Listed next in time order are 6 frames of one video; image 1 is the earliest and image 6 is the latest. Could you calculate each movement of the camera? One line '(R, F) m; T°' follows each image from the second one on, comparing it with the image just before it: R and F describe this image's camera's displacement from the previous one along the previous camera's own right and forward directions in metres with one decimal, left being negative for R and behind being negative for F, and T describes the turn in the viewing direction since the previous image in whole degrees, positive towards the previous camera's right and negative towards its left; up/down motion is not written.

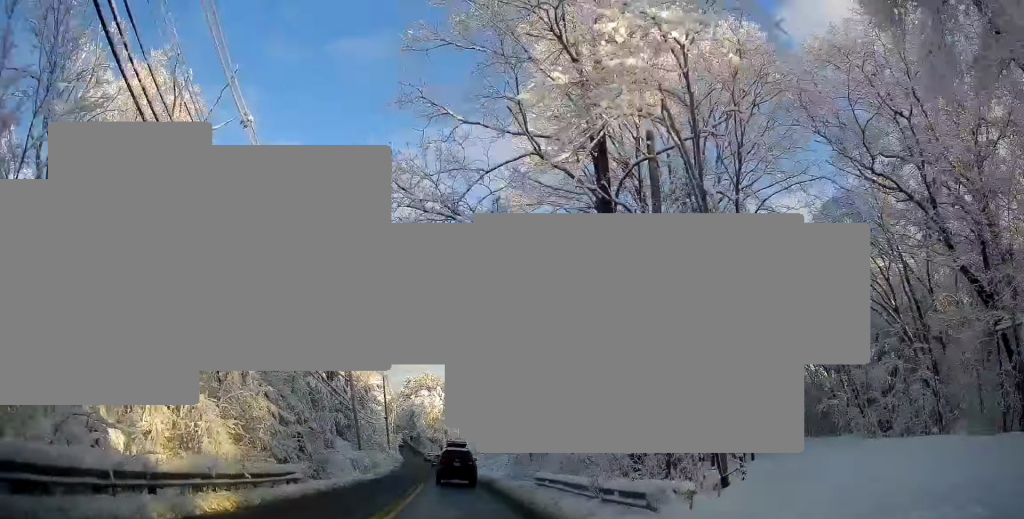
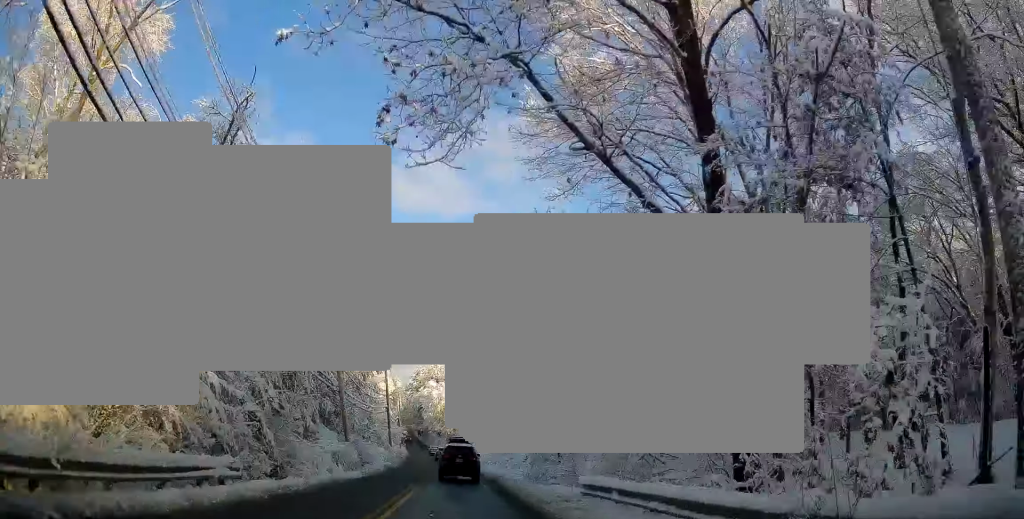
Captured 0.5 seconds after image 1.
(0.0, +7.6) m; -1°
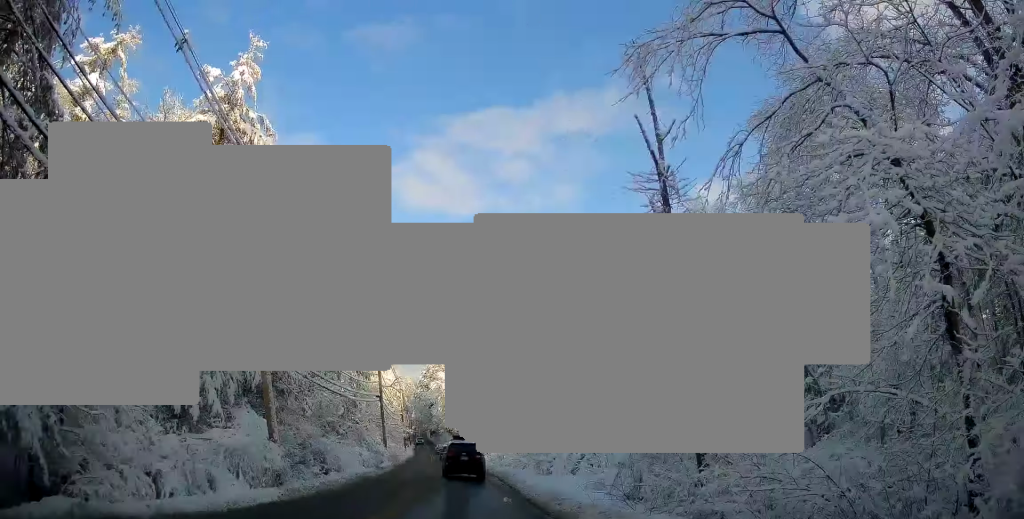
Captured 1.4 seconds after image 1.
(-0.2, +15.8) m; -2°
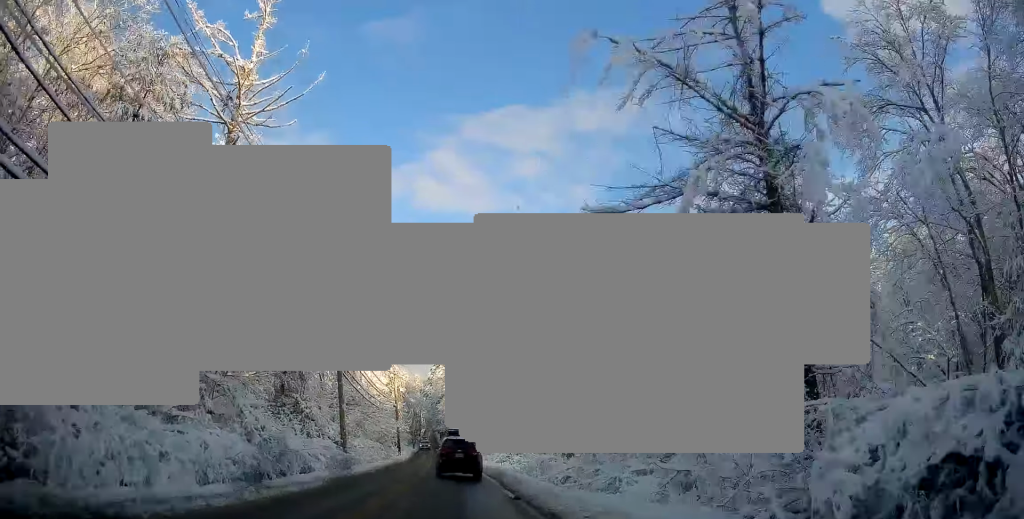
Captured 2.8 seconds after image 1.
(-0.7, +22.7) m; -3°
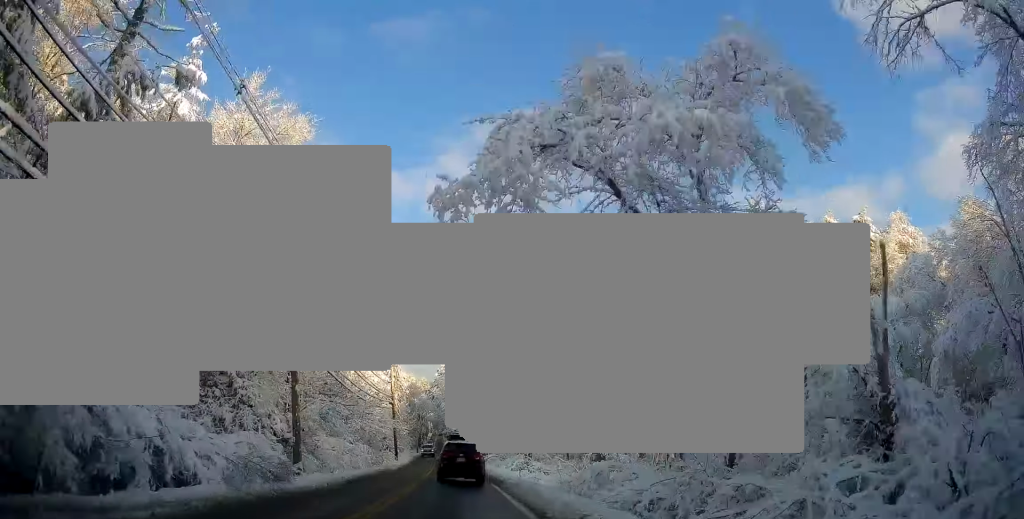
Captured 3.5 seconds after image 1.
(-0.1, +10.6) m; -1°
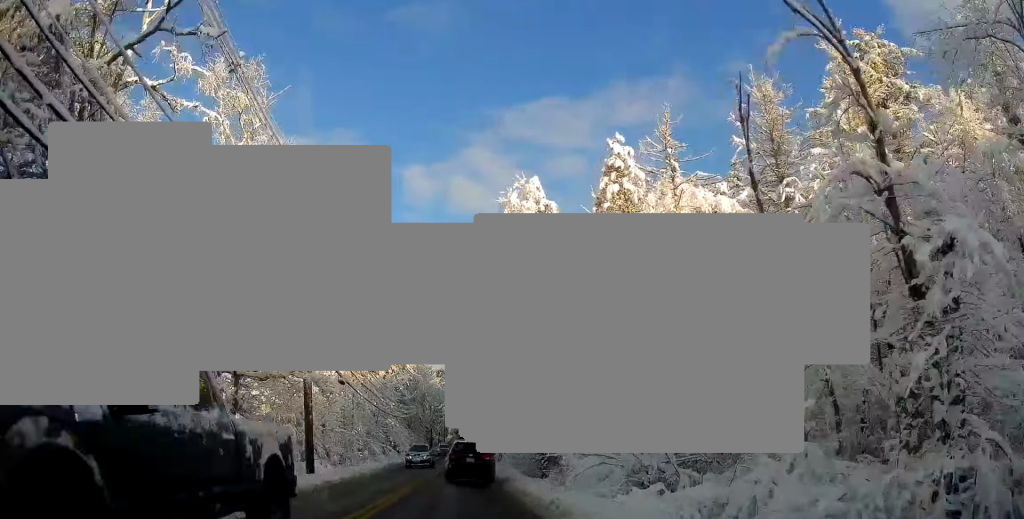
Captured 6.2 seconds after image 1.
(+0.2, +41.1) m; +1°
